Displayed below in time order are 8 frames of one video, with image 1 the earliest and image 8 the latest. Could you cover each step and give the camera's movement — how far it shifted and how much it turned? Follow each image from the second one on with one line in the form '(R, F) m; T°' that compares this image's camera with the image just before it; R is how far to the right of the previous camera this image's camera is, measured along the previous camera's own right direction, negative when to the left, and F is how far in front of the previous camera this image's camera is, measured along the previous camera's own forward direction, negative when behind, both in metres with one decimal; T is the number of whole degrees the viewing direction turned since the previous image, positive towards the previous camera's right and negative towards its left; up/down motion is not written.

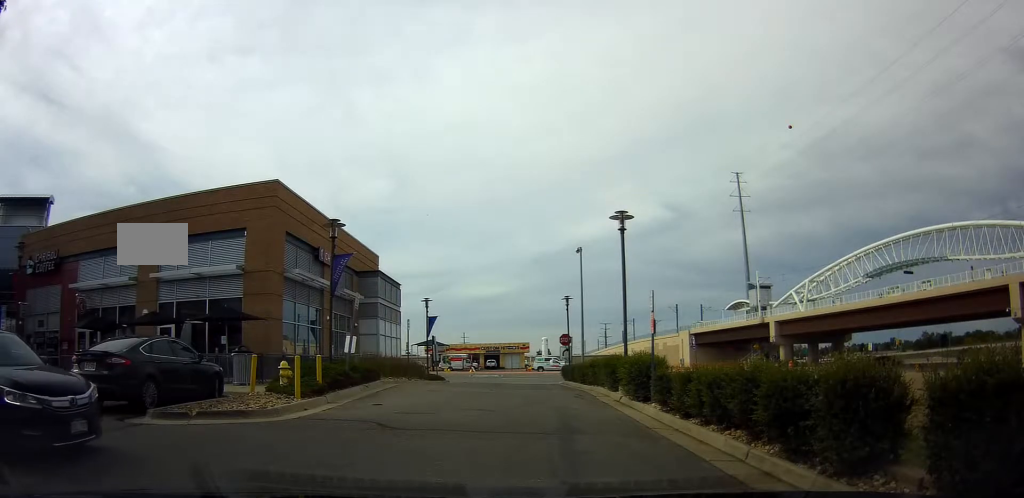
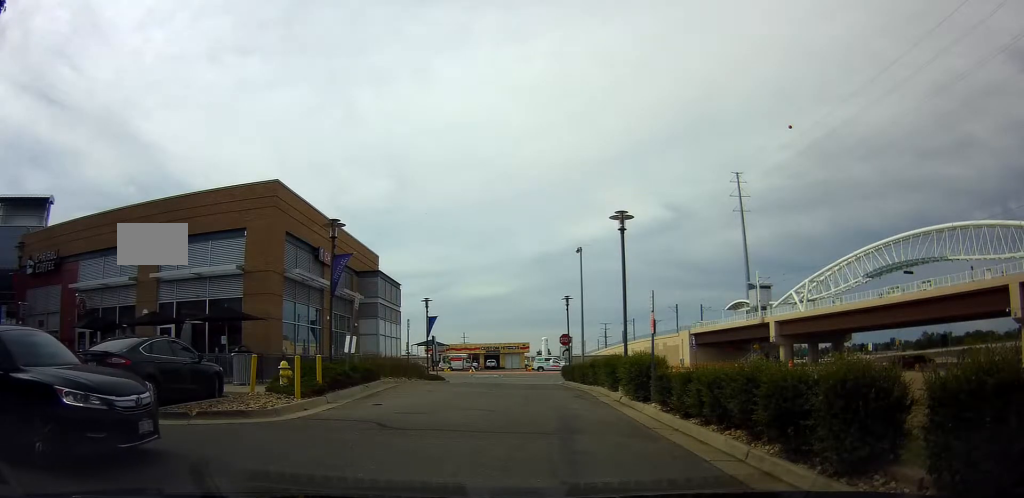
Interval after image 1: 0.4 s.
(+0.1, 0.0) m; 0°
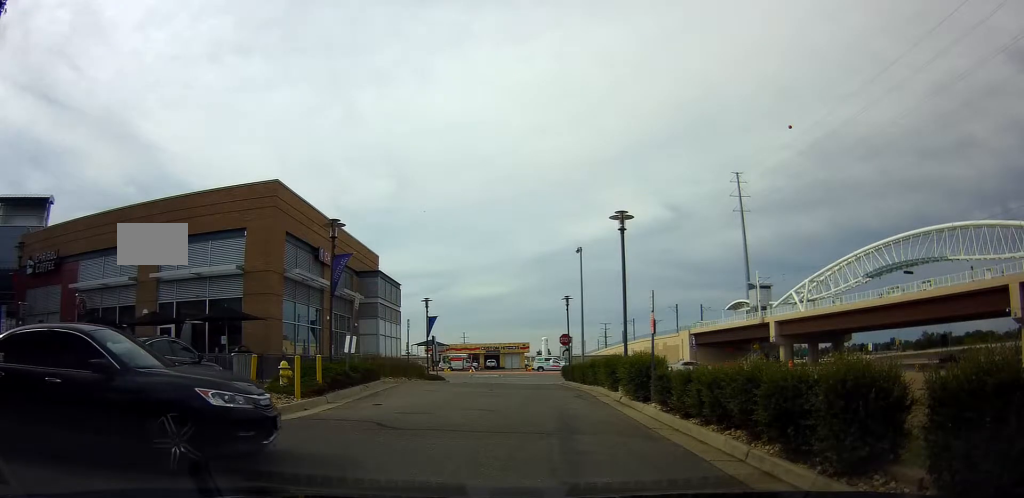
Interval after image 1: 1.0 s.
(+0.1, 0.0) m; 0°
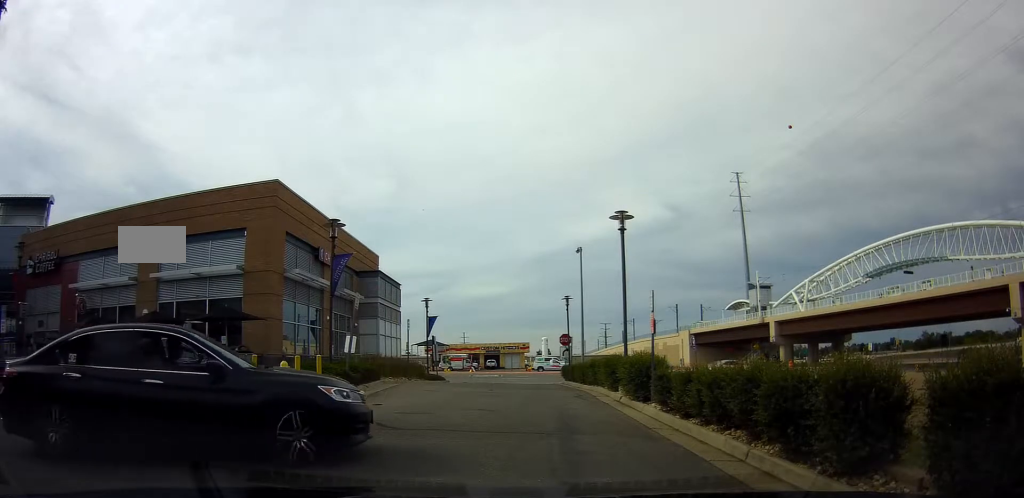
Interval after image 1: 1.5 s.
(+0.1, 0.0) m; 0°
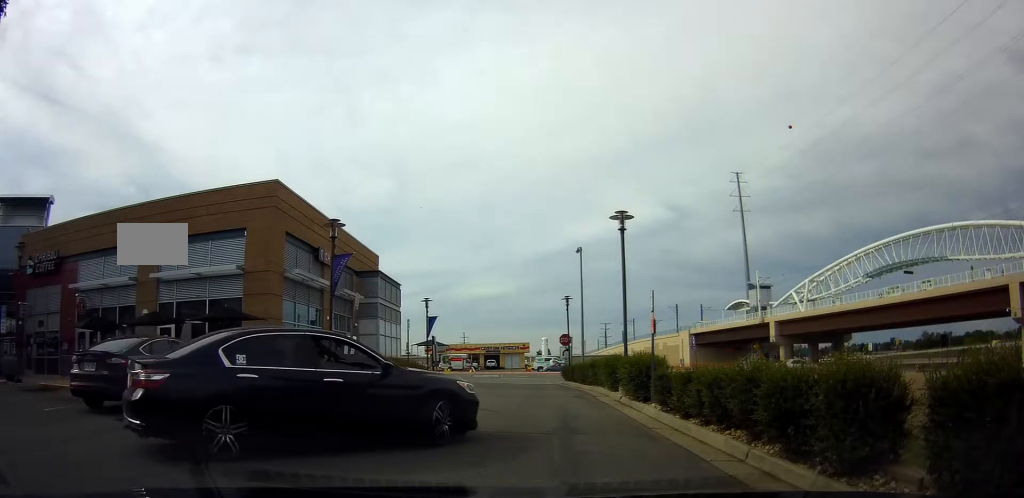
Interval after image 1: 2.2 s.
(+0.1, 0.0) m; 0°
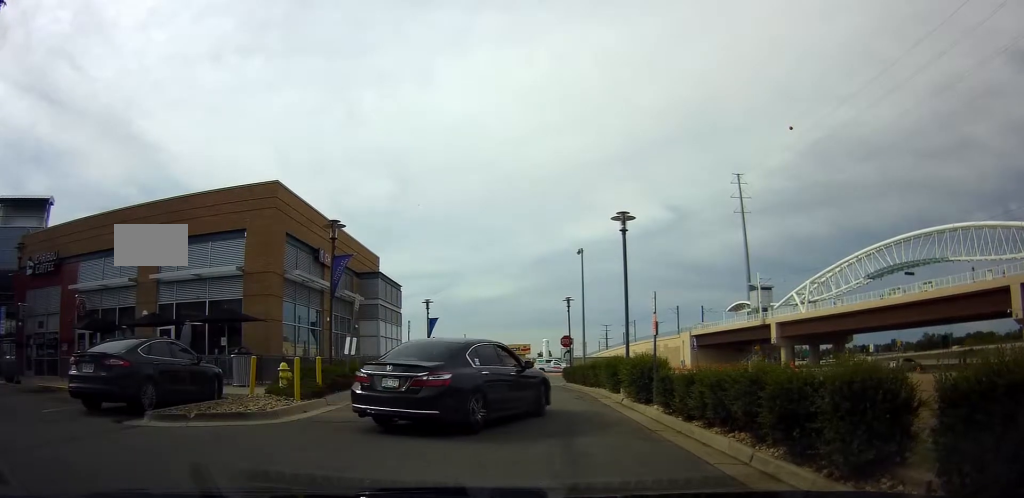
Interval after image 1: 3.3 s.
(0.0, +0.5) m; 0°
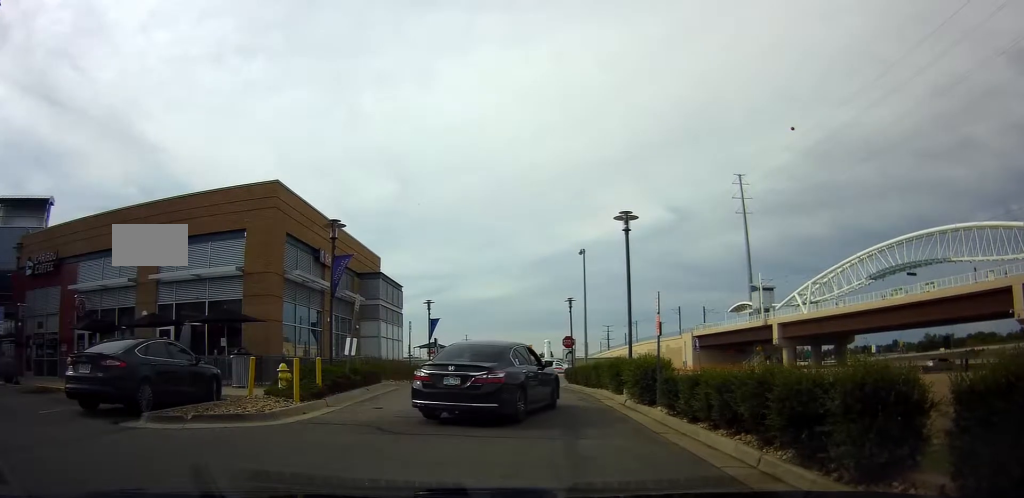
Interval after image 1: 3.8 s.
(-0.1, +0.3) m; 0°
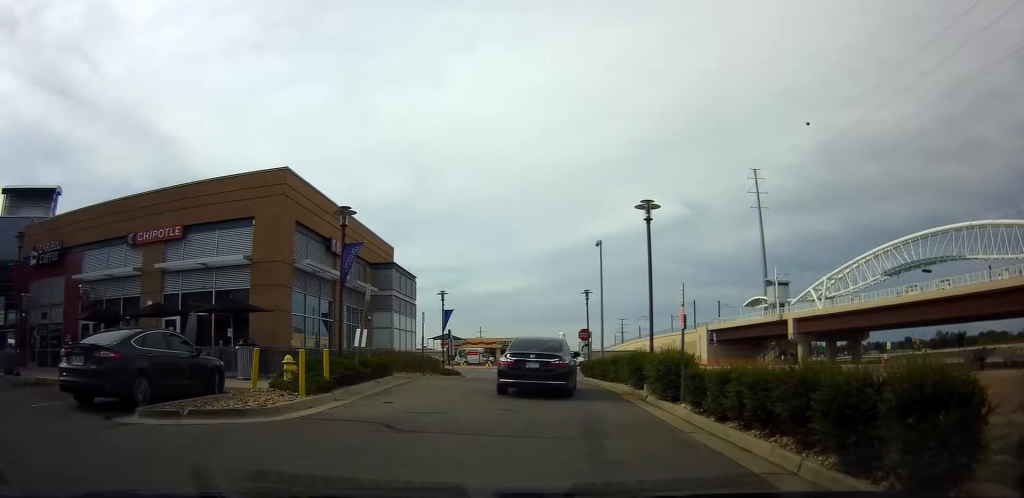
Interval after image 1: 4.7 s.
(-0.7, +0.6) m; 0°
